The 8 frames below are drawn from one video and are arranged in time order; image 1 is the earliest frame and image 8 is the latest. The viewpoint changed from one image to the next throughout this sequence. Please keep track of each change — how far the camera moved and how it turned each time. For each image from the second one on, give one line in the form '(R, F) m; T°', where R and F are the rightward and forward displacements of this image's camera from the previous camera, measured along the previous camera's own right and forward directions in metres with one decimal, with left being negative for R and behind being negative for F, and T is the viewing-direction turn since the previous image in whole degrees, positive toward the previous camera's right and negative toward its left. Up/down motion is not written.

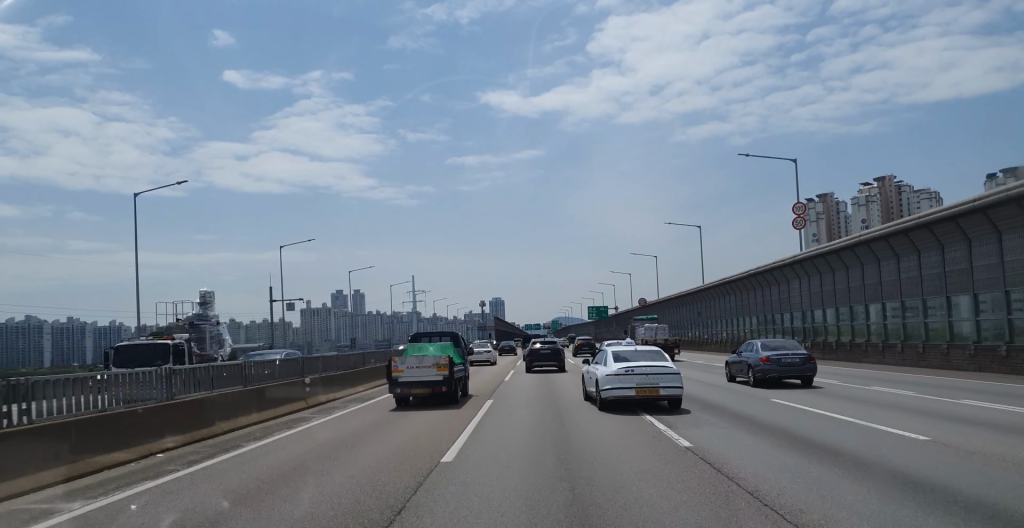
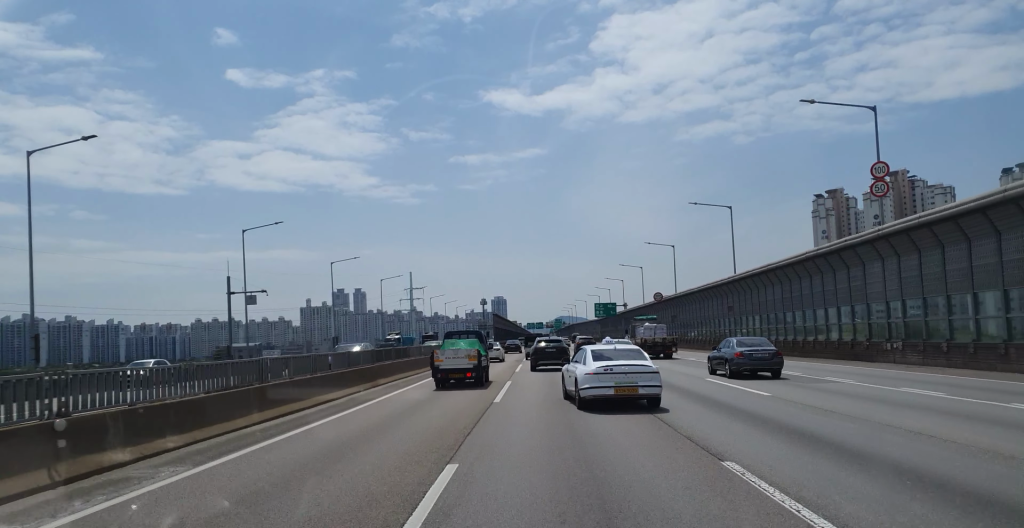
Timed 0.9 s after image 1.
(0.0, +11.6) m; +1°
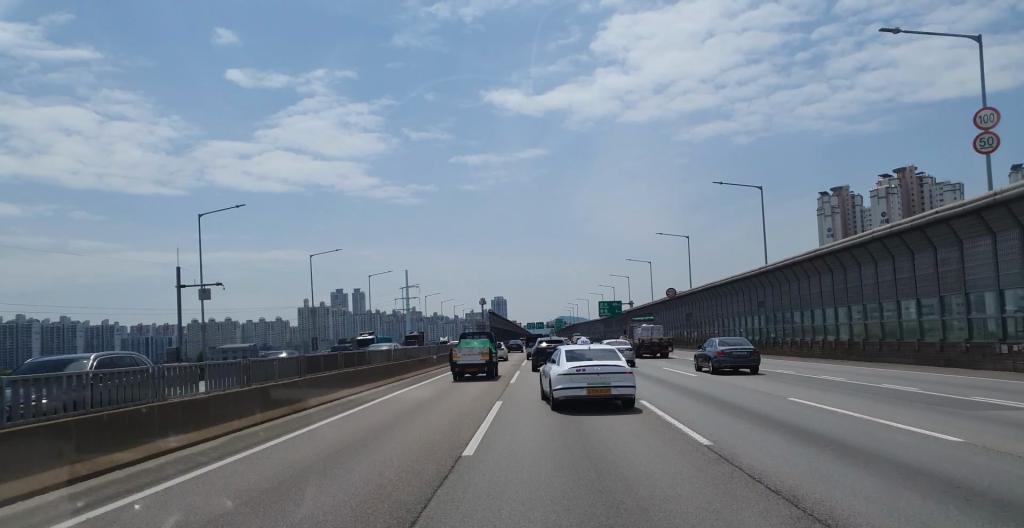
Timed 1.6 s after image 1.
(+0.3, +9.5) m; 0°
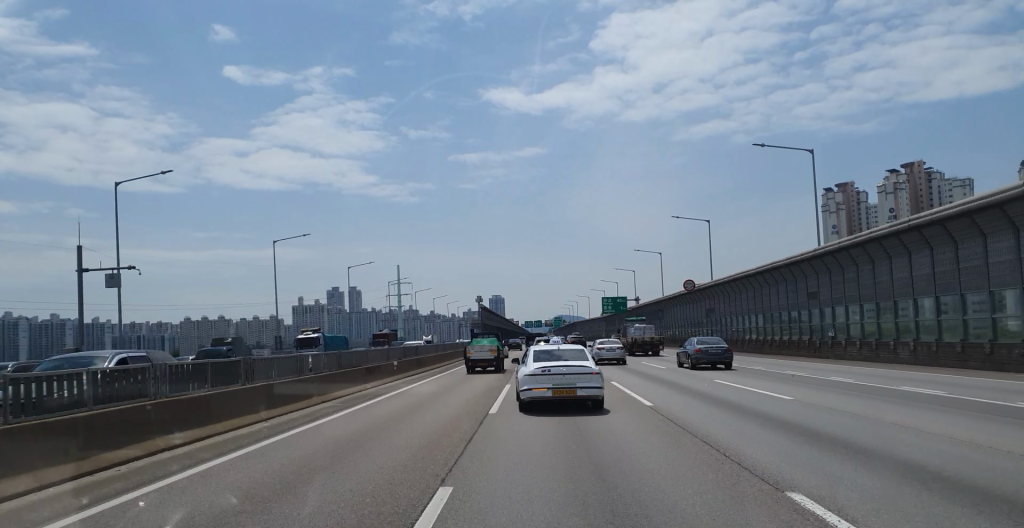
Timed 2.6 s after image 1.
(-0.2, +12.1) m; 0°
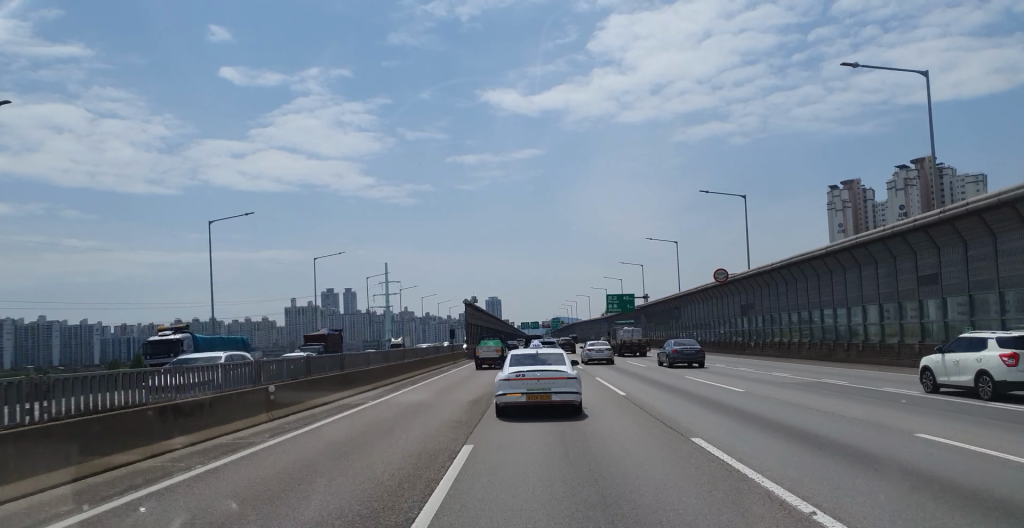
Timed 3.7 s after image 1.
(+0.3, +15.1) m; 0°
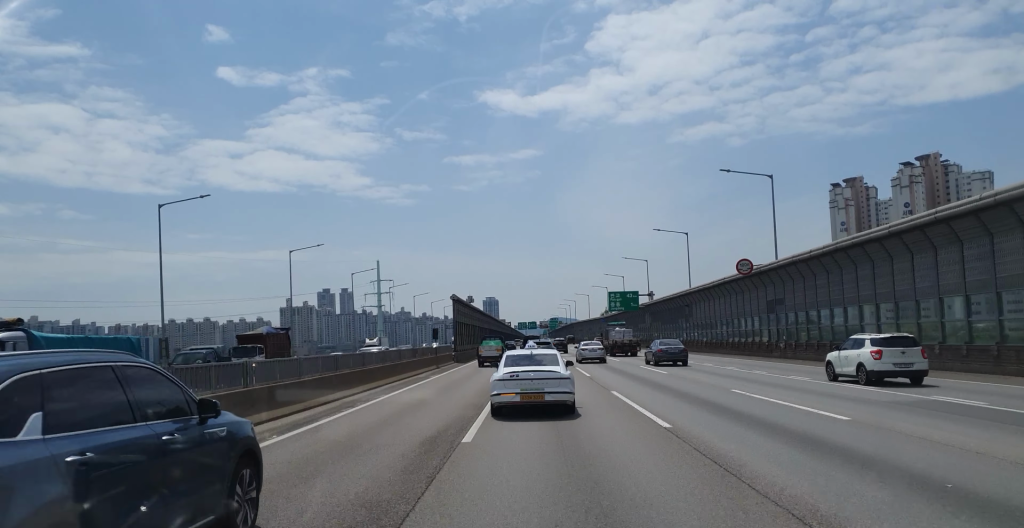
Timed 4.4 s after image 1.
(-0.1, +8.1) m; -1°
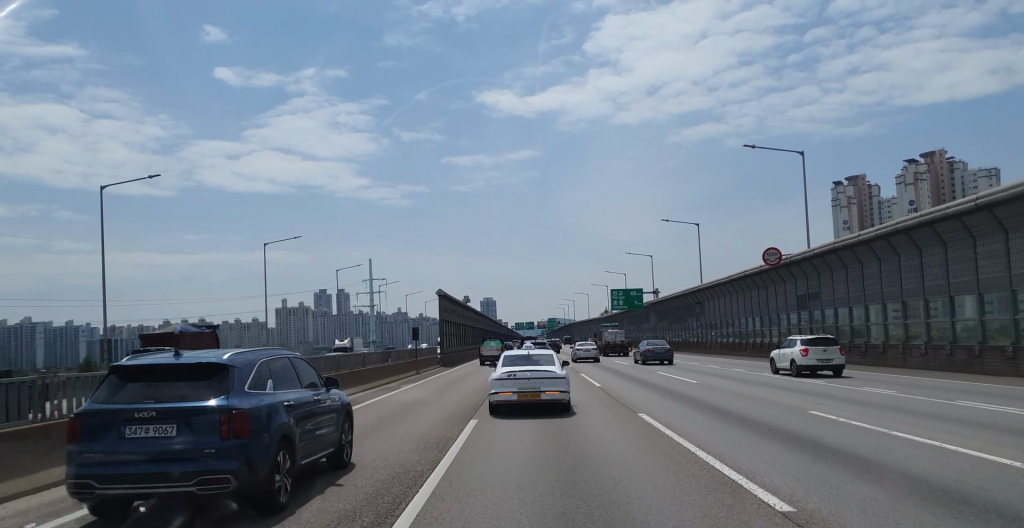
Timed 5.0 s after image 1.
(-0.1, +7.4) m; -1°
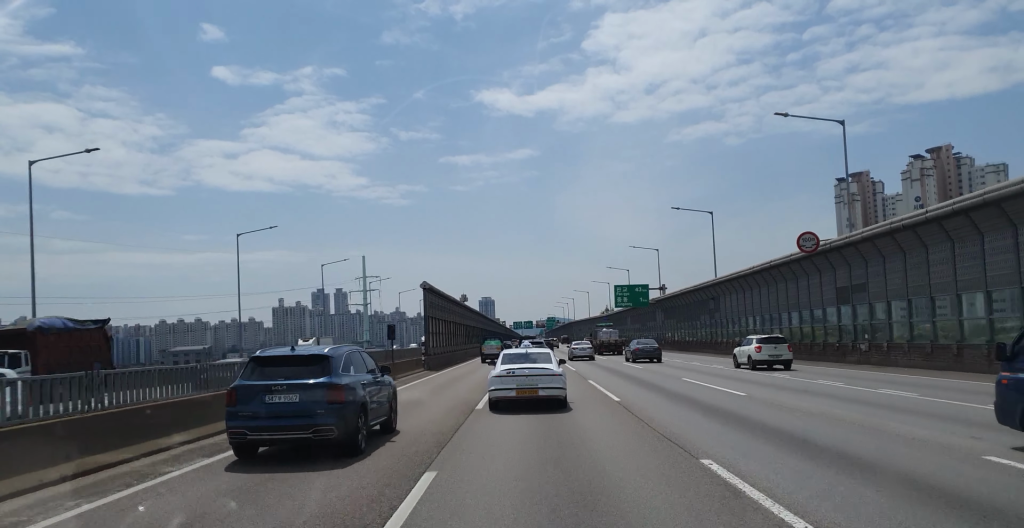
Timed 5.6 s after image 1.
(0.0, +6.8) m; 0°
